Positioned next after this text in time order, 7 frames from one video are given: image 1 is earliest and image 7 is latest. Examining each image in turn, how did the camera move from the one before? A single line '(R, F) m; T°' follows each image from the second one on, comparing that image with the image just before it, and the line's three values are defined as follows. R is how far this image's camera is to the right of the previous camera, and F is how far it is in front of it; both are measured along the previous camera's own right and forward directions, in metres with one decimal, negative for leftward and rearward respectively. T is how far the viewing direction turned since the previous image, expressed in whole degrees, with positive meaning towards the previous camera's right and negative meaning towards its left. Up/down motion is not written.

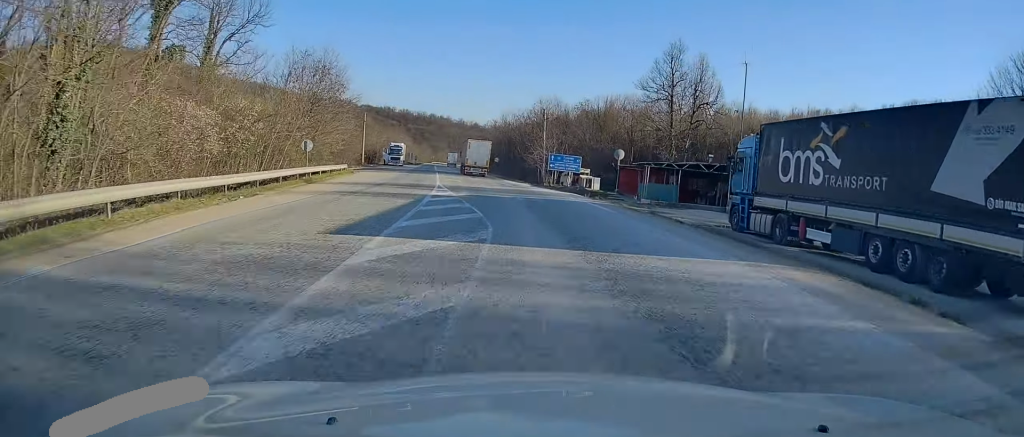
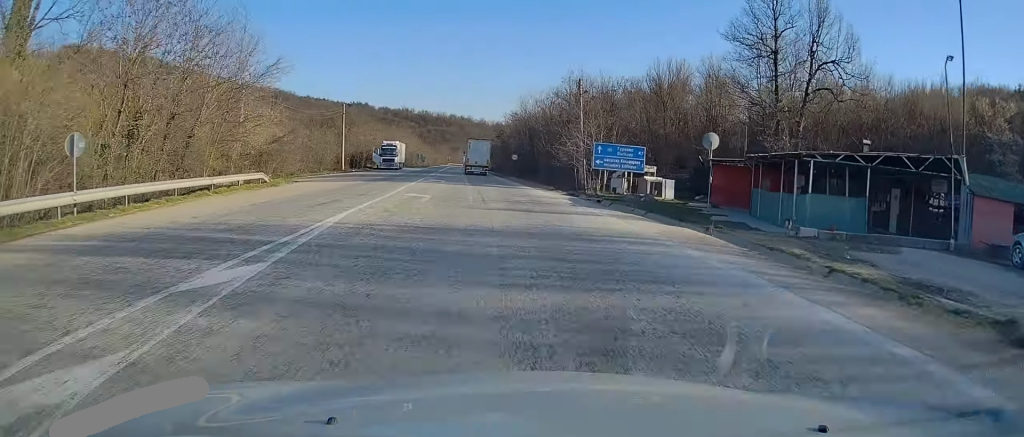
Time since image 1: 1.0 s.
(-0.3, +23.1) m; -2°
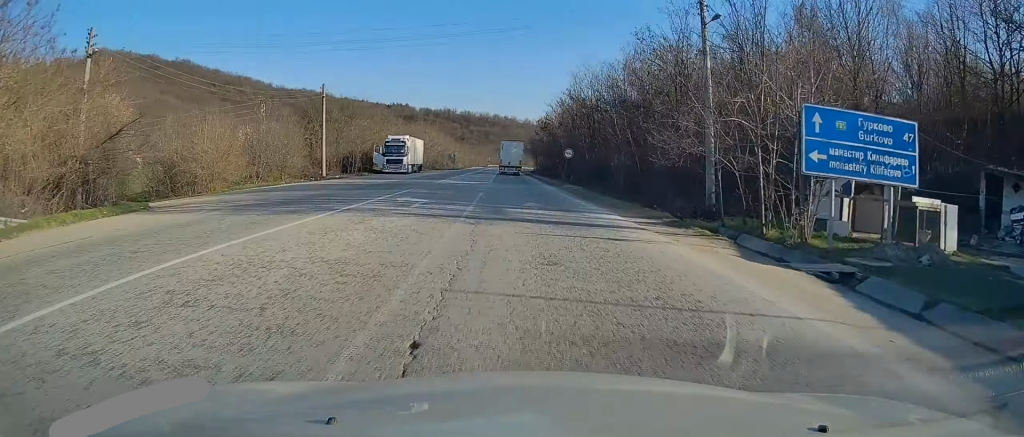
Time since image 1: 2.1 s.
(-0.7, +24.0) m; -2°
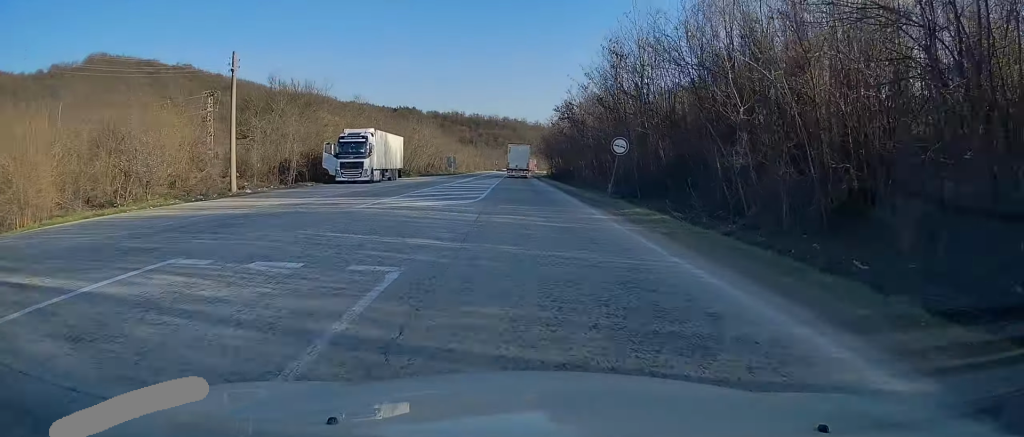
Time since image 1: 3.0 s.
(-0.3, +20.4) m; 0°
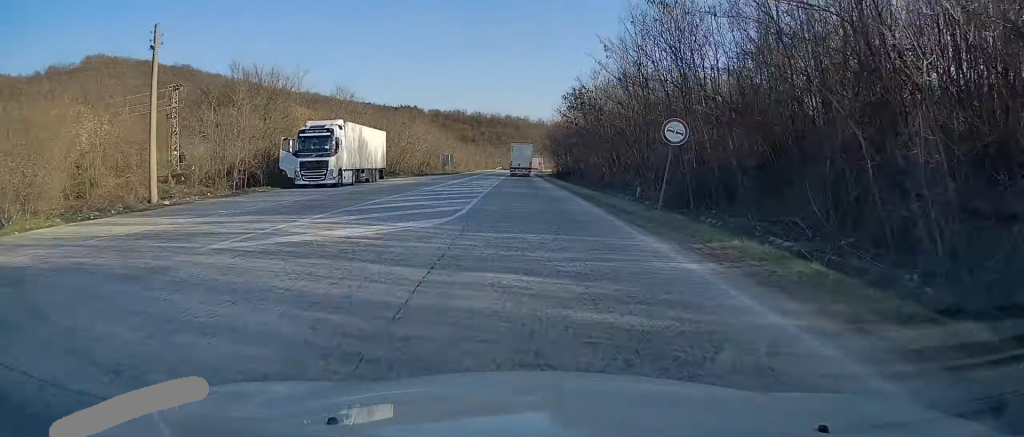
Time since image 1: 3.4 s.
(0.0, +9.1) m; 0°
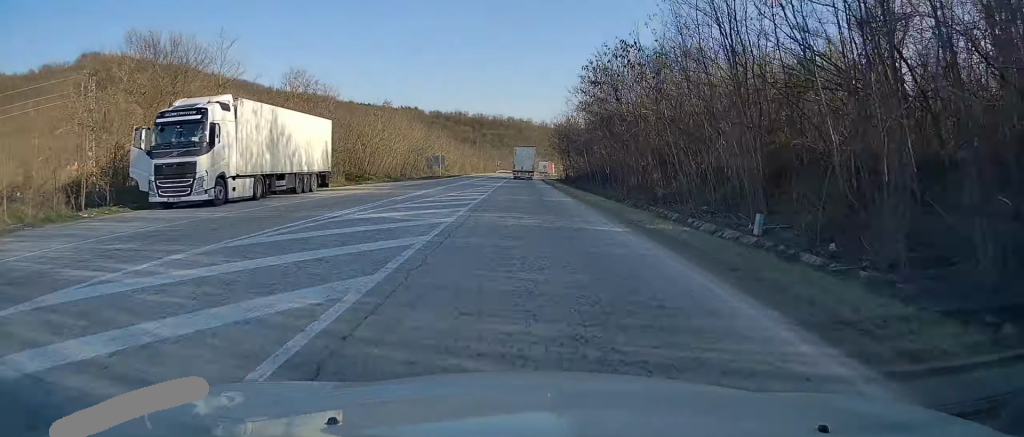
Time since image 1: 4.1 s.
(+0.1, +16.1) m; 0°
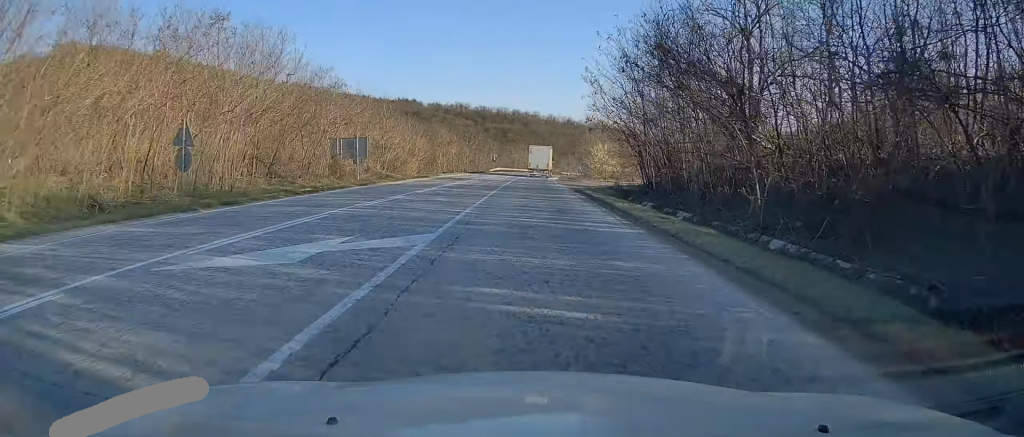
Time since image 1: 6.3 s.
(-0.4, +51.7) m; 0°
